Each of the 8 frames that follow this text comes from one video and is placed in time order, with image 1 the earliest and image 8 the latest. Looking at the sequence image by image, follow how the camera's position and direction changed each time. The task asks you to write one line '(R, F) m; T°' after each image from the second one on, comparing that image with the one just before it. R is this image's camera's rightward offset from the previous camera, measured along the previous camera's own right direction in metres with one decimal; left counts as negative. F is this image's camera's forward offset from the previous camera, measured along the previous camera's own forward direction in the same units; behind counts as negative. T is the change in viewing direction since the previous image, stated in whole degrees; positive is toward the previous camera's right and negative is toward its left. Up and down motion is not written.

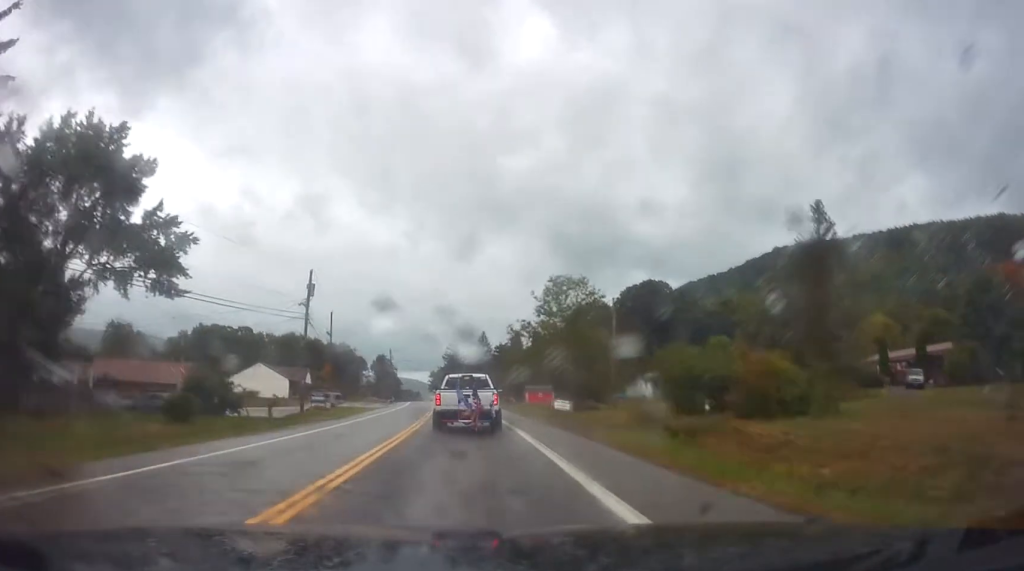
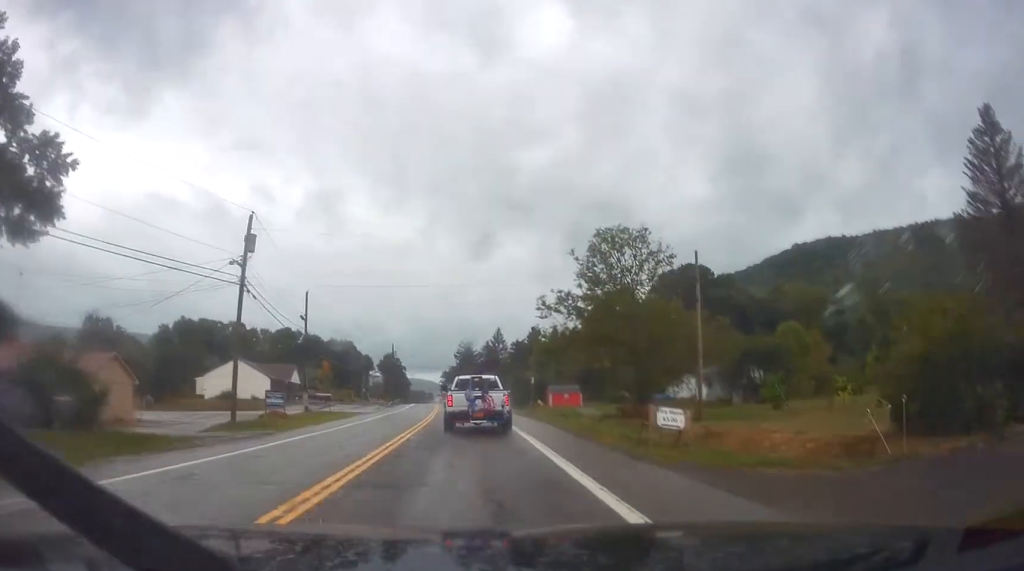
(-0.4, +17.7) m; -2°
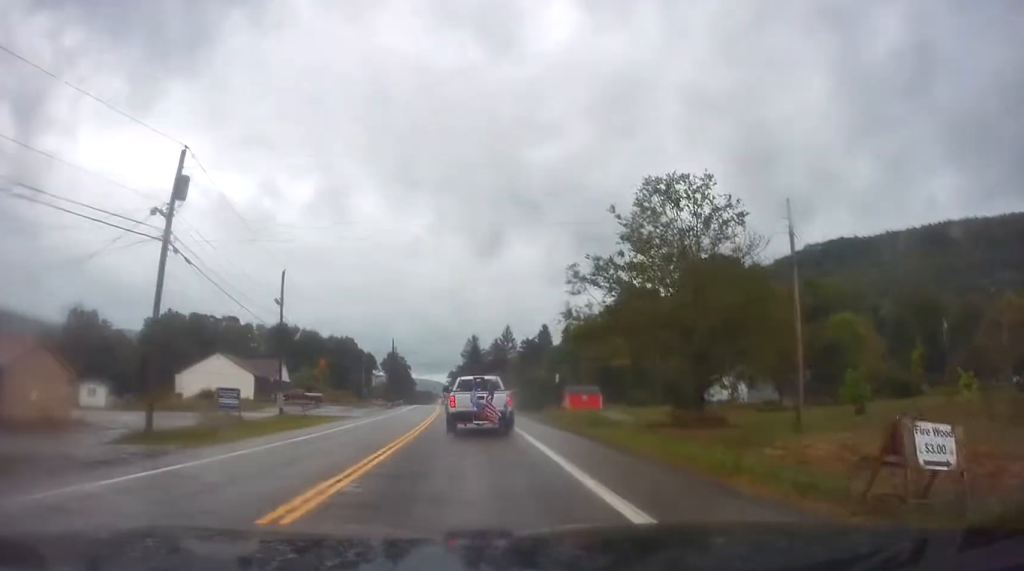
(-0.1, +10.4) m; -1°
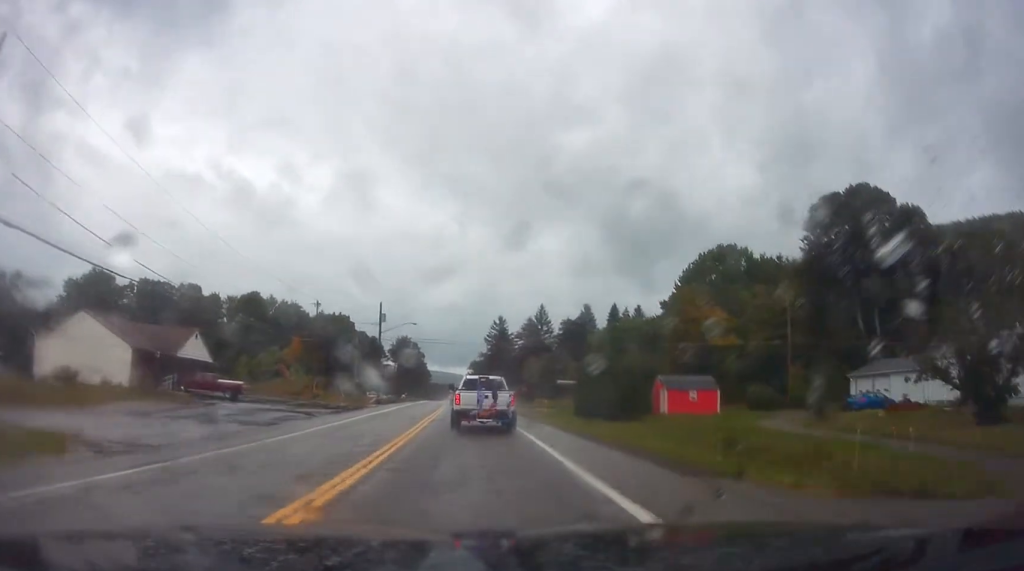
(-1.0, +37.9) m; -4°
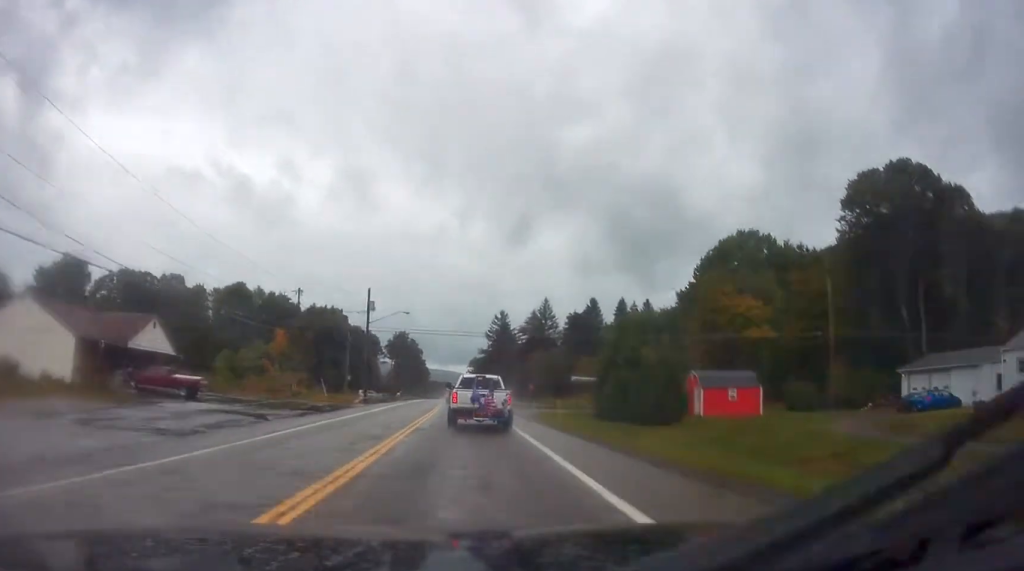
(-0.3, +8.4) m; -1°
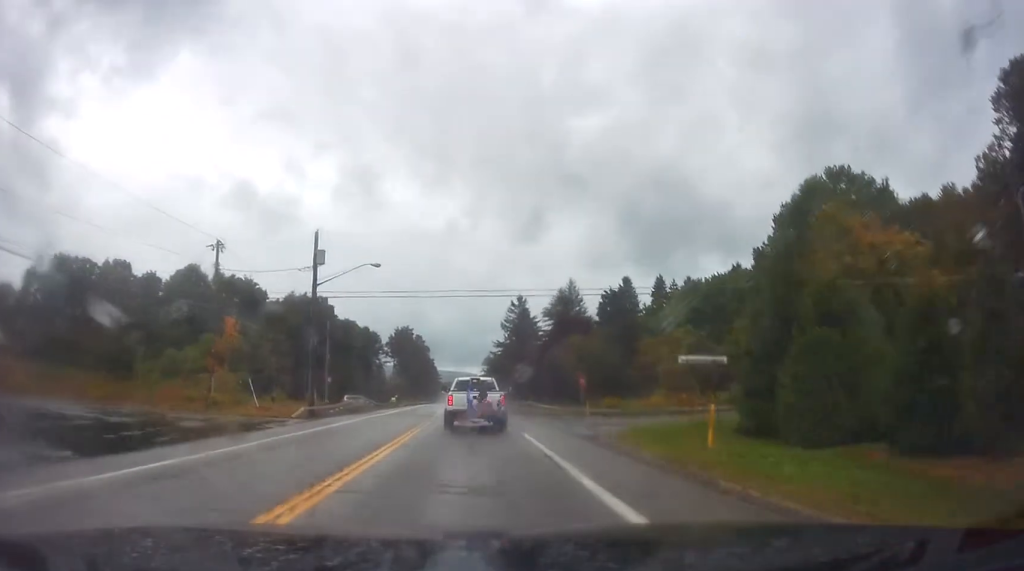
(+0.4, +24.5) m; +1°
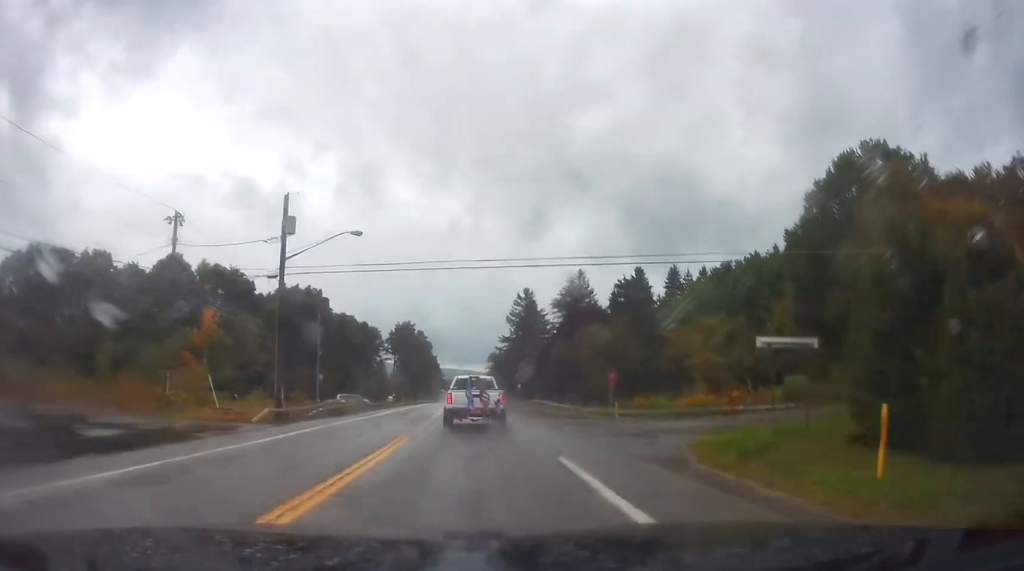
(0.0, +7.2) m; 0°
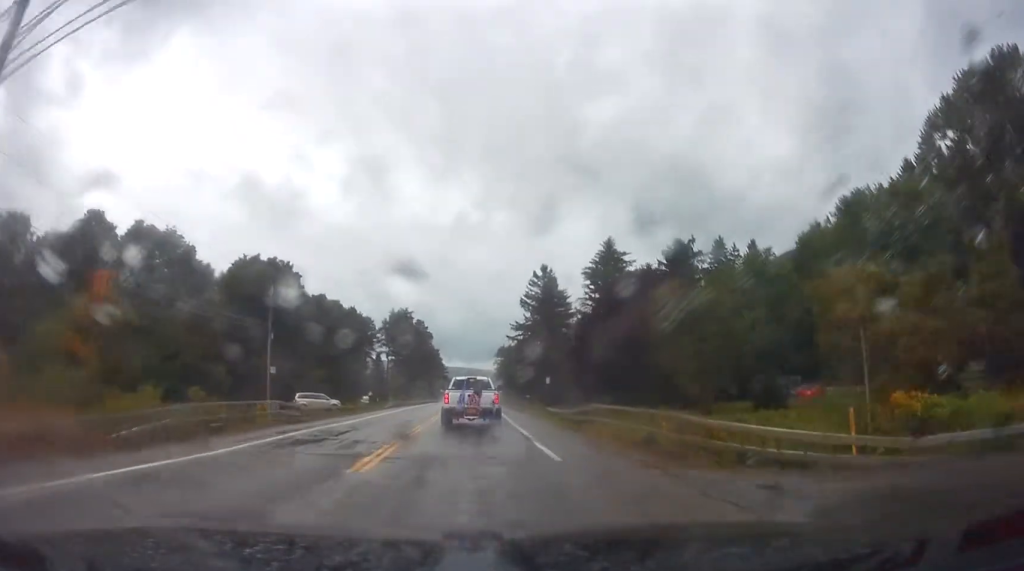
(-0.3, +21.9) m; 0°
